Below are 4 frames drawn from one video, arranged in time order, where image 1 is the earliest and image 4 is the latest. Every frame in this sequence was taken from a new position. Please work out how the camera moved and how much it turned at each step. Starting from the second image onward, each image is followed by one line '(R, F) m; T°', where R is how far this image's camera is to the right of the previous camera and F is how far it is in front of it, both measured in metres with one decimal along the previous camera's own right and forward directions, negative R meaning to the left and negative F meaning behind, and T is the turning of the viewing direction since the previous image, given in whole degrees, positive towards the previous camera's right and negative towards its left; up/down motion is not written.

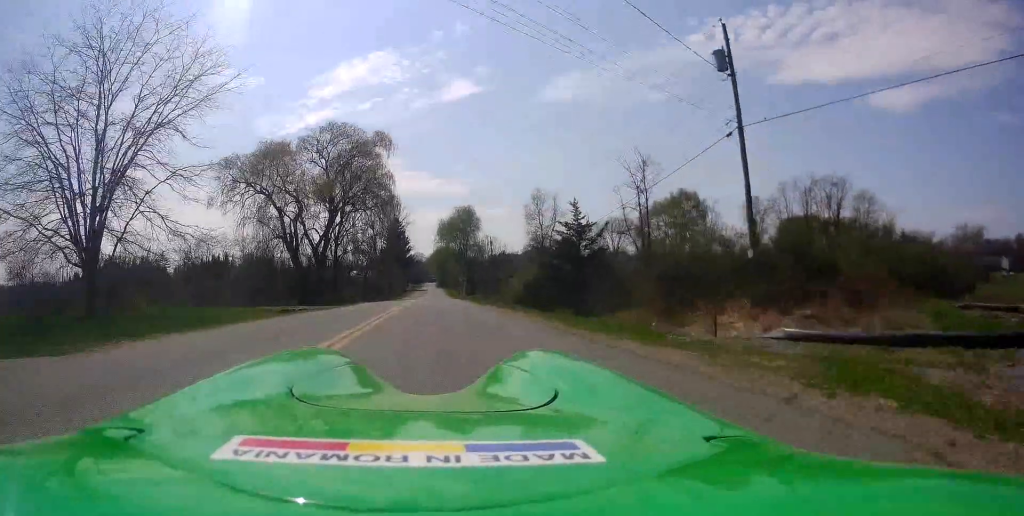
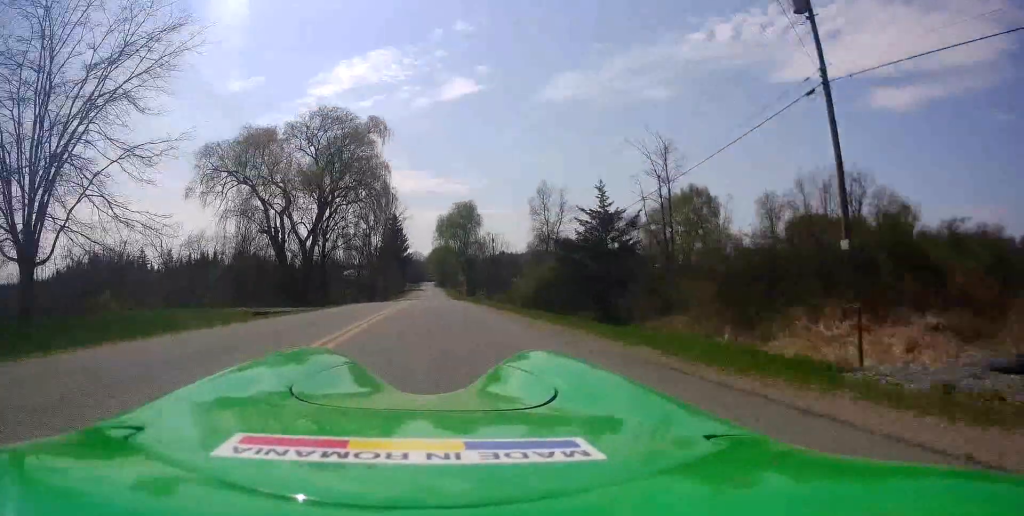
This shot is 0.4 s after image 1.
(+0.2, +5.4) m; 0°
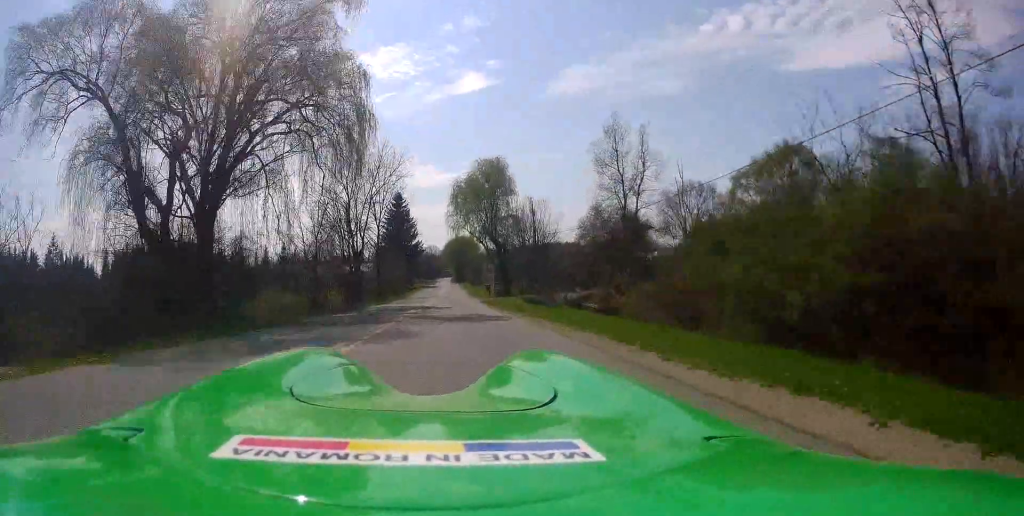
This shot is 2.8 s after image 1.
(0.0, +29.6) m; -1°
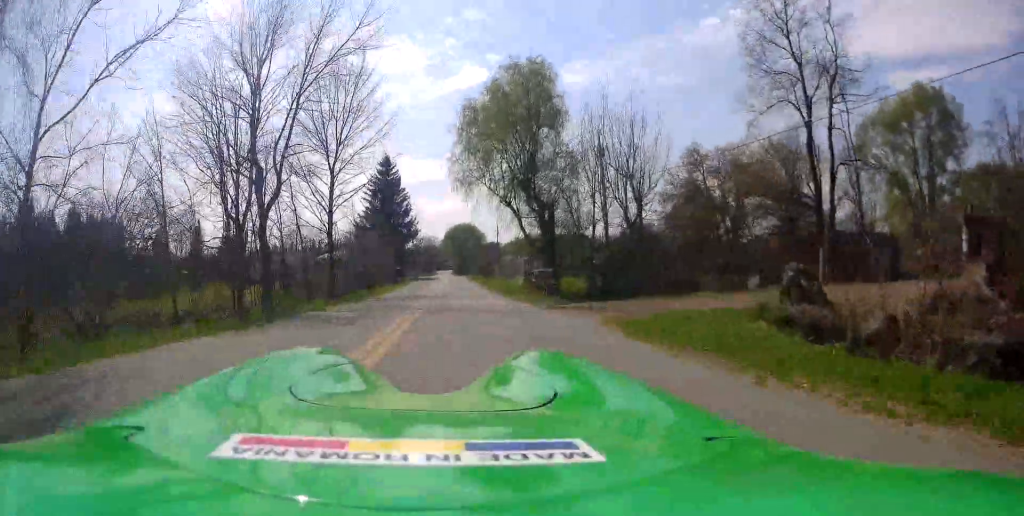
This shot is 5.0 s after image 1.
(-1.7, +28.7) m; -2°
